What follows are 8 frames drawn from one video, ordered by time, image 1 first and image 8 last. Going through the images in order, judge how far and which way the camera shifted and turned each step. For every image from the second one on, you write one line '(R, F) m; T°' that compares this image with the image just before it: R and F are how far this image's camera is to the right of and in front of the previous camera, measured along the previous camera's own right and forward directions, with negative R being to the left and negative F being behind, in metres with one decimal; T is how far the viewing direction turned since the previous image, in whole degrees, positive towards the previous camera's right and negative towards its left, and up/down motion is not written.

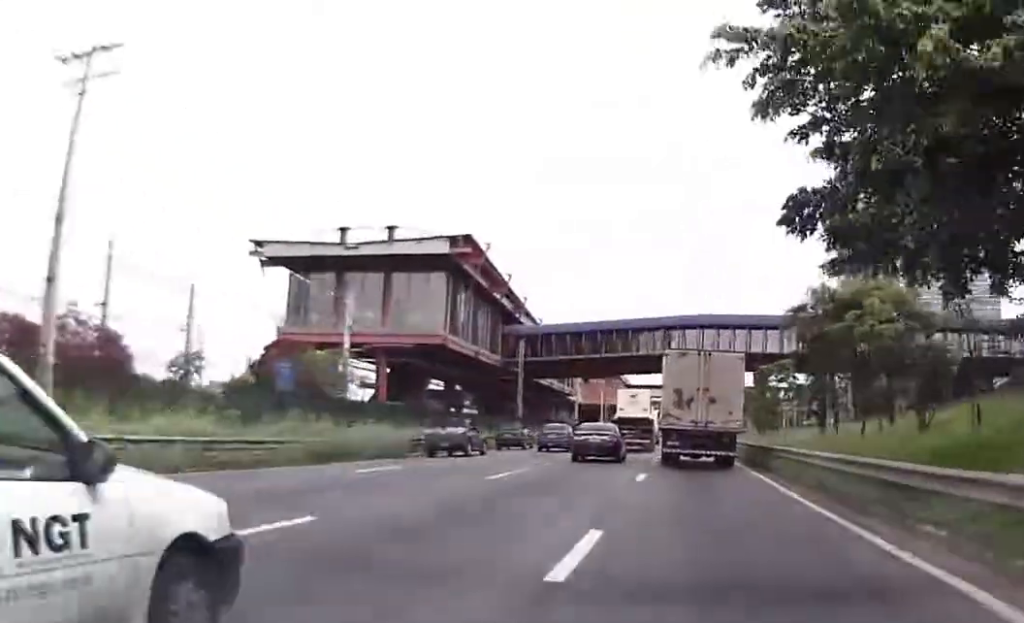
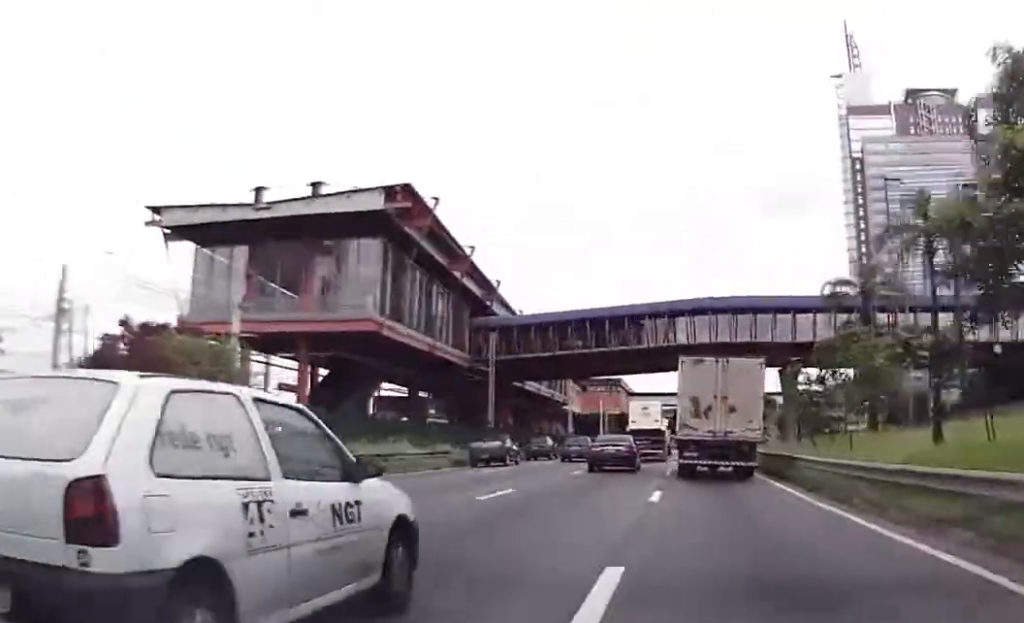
(+0.3, +14.8) m; +1°
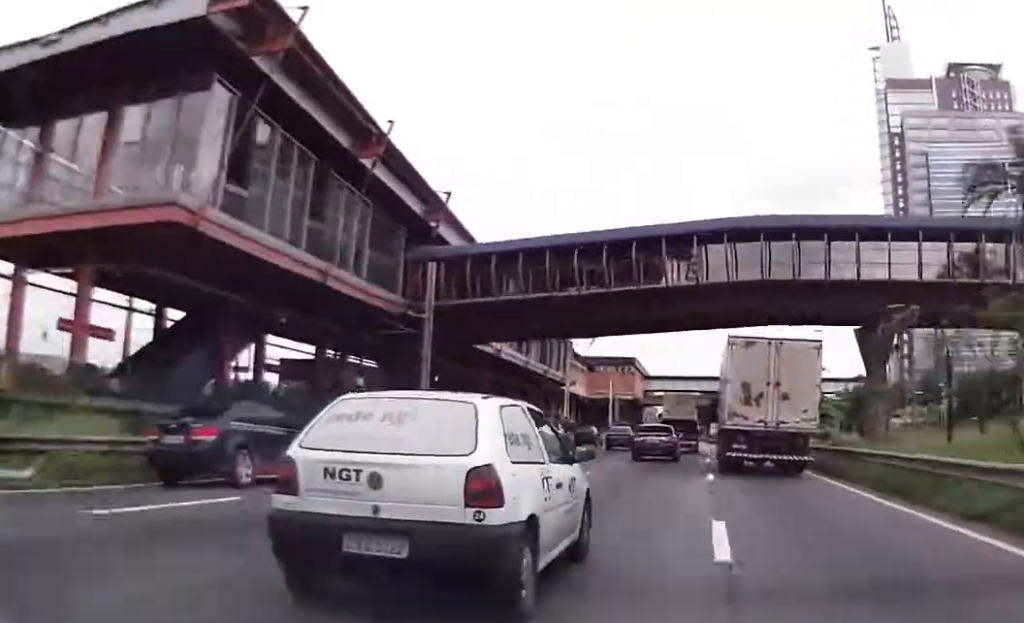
(-0.5, +21.6) m; -4°
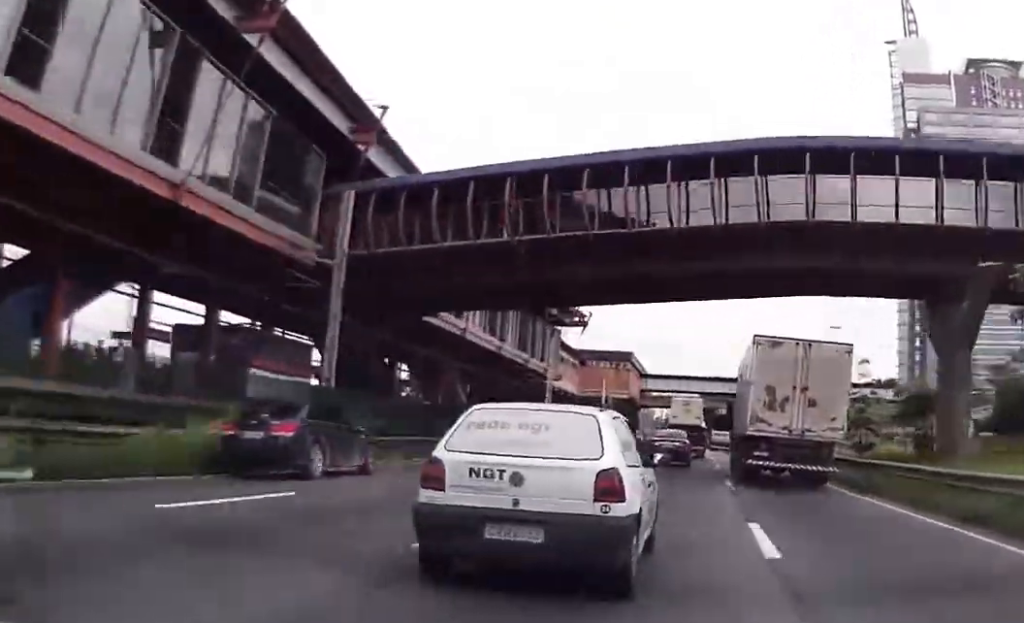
(-0.5, +12.4) m; -1°
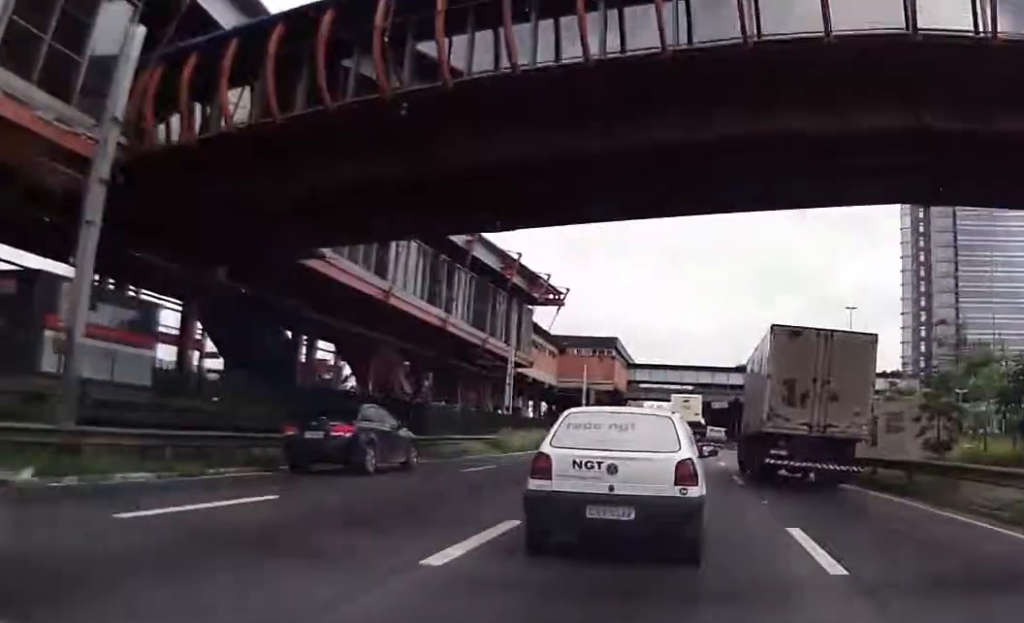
(+0.5, +14.3) m; +2°
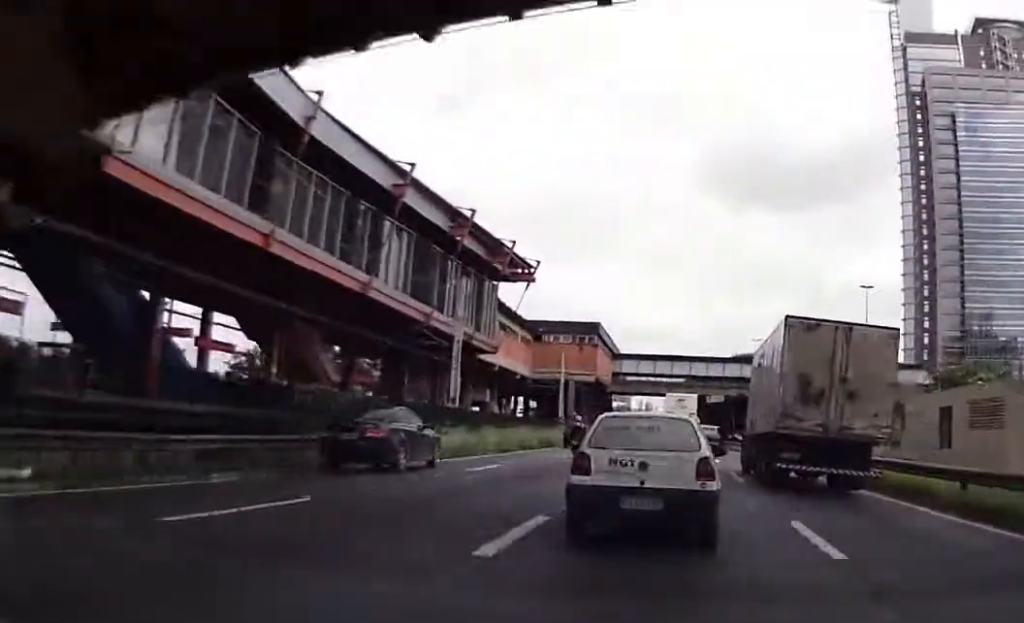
(+0.1, +12.3) m; +1°
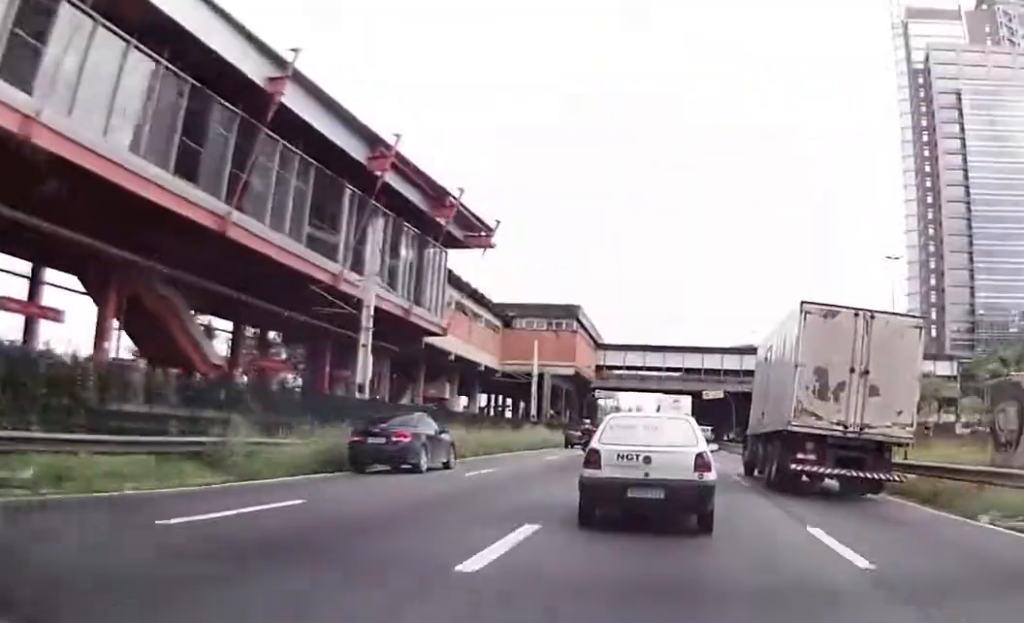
(+0.1, +13.0) m; 0°
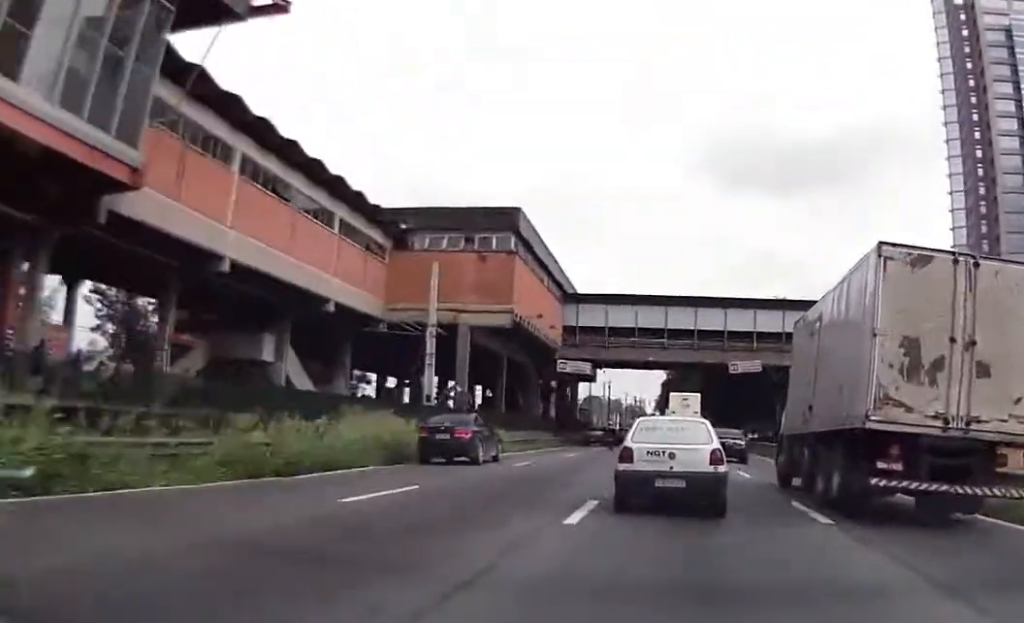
(0.0, +33.3) m; 0°
